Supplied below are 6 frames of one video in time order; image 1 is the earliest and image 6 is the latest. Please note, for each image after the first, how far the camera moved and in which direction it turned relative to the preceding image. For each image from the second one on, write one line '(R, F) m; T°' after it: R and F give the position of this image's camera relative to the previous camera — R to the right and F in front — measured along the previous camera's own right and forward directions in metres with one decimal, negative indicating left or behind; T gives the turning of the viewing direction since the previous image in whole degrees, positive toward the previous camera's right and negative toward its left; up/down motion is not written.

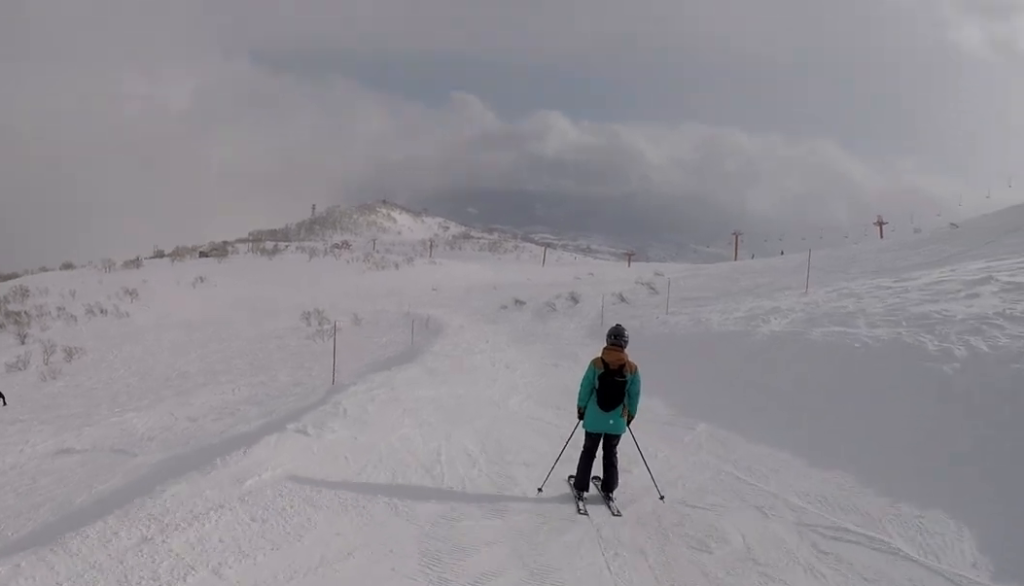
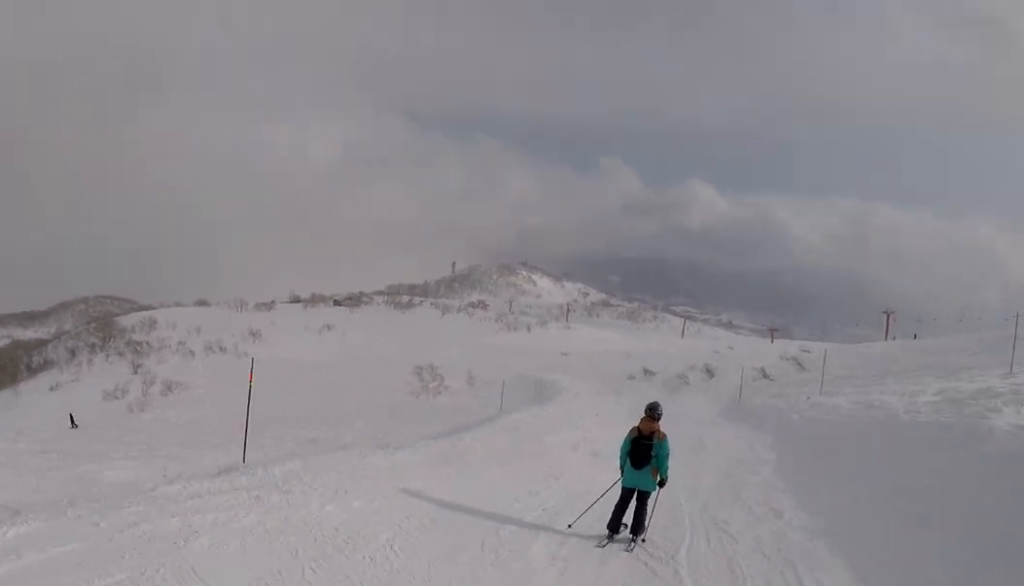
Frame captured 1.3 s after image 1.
(-0.1, +8.0) m; +1°
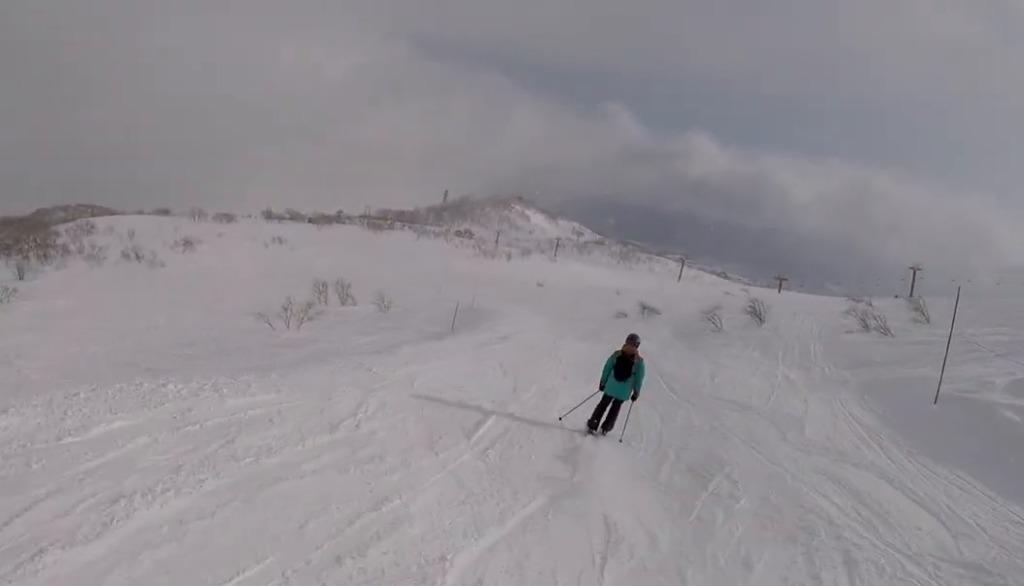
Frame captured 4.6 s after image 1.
(-2.4, +28.4) m; -7°
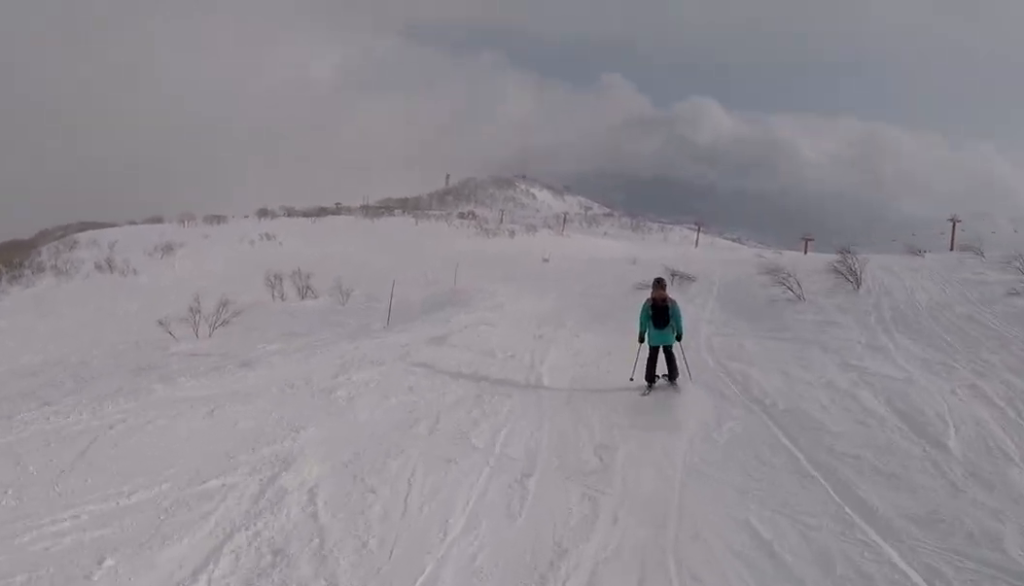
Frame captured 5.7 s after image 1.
(+1.1, +12.1) m; -1°
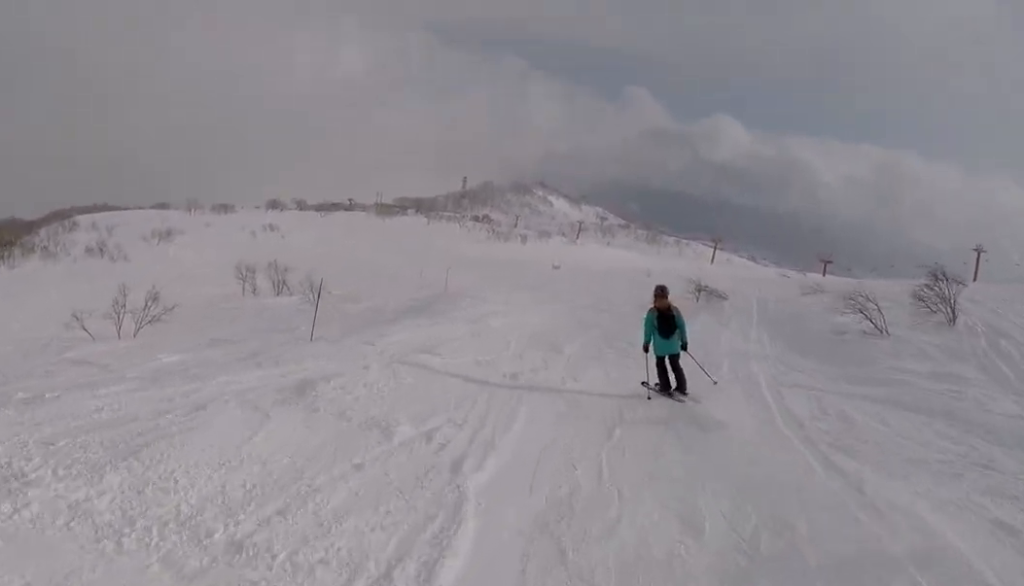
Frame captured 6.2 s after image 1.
(-0.7, +6.3) m; -3°
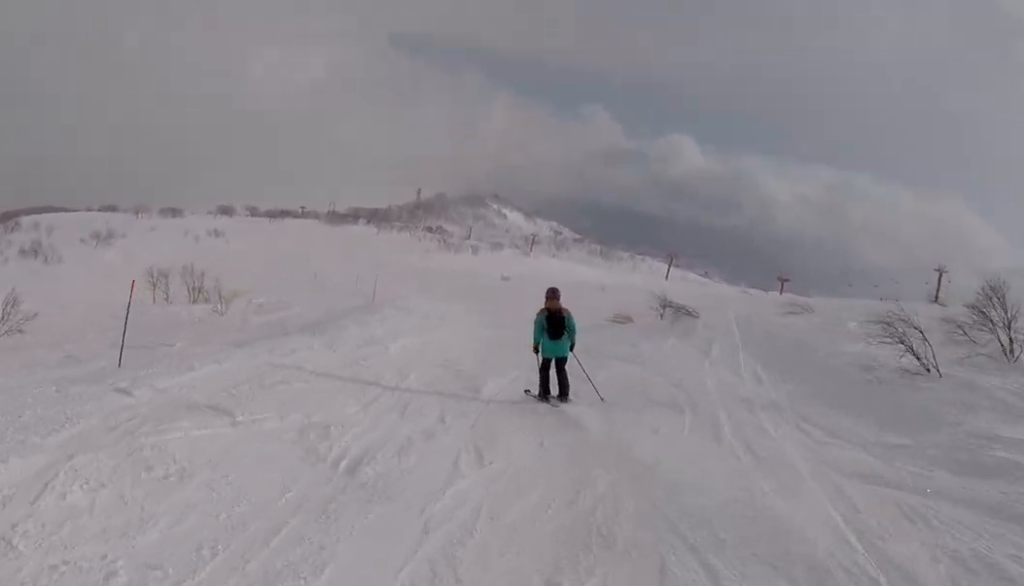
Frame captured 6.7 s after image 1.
(-0.2, +5.0) m; -2°
